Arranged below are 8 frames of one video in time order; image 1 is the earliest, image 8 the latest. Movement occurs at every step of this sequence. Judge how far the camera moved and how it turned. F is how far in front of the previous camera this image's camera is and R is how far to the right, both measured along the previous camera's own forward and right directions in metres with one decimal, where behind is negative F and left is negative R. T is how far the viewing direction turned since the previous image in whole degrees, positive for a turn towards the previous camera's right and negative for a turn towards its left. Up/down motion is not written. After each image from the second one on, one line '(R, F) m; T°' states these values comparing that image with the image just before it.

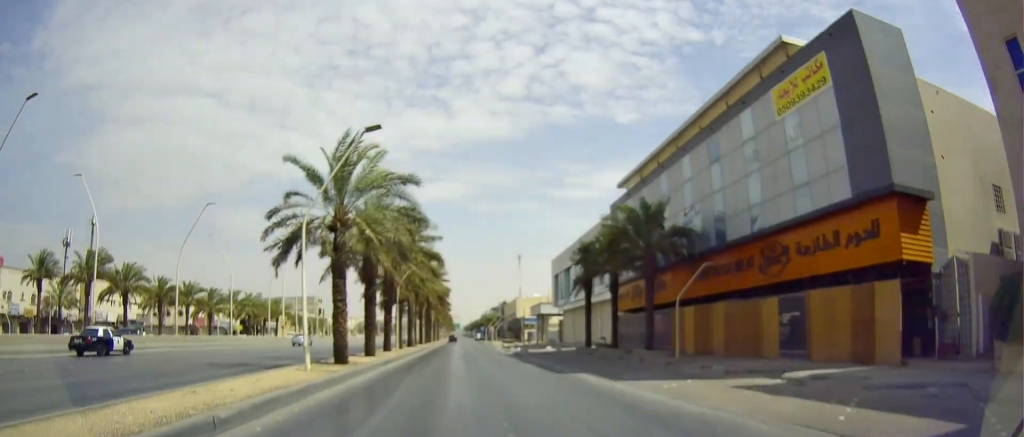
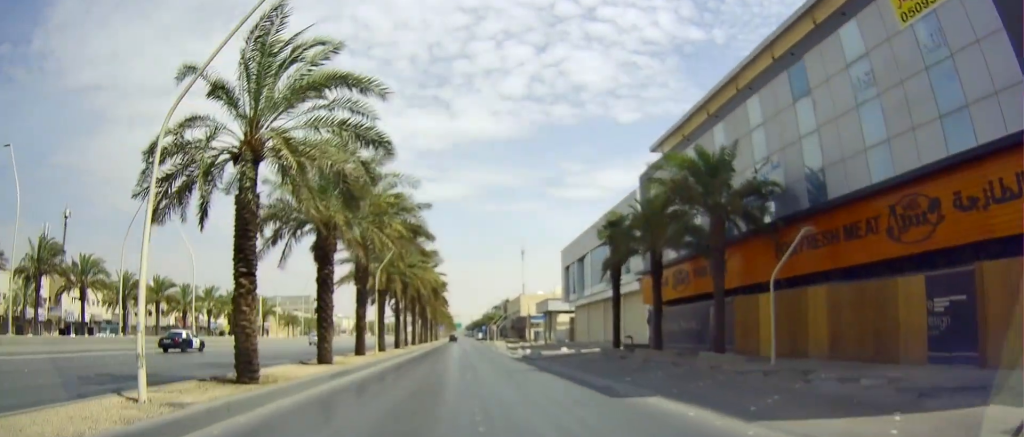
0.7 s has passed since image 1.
(+0.2, +8.9) m; +1°
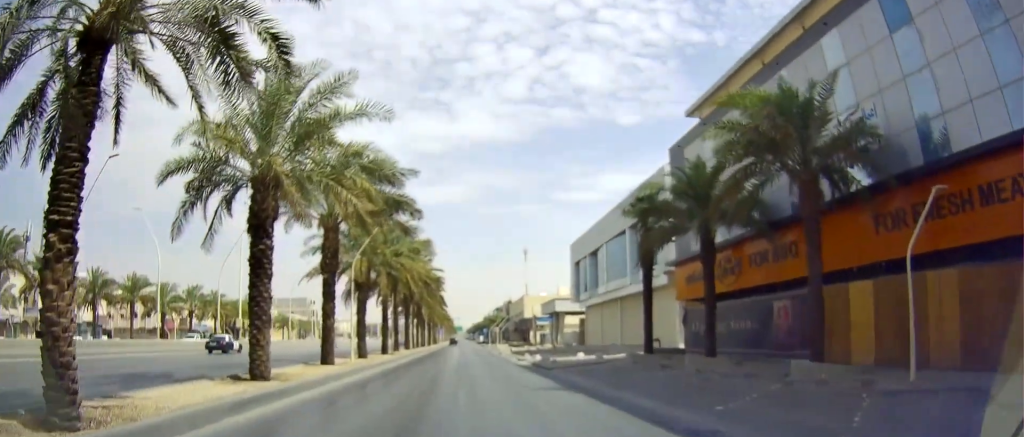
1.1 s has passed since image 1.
(-0.1, +6.5) m; +1°
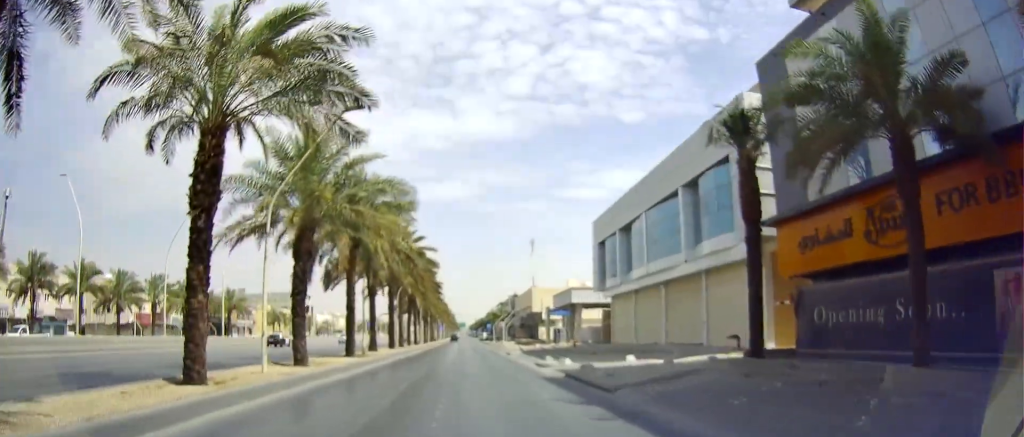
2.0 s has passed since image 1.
(+0.2, +11.5) m; 0°
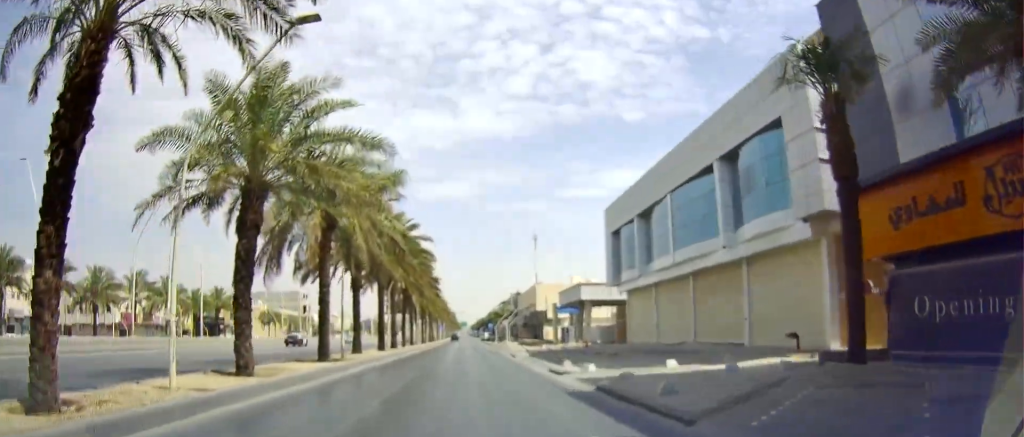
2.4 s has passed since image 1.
(+0.2, +5.3) m; 0°
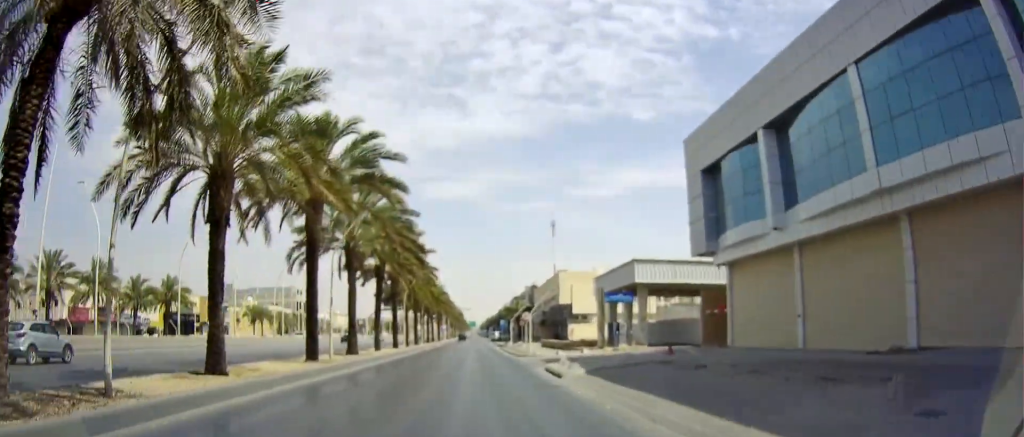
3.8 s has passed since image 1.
(-0.8, +18.4) m; -3°
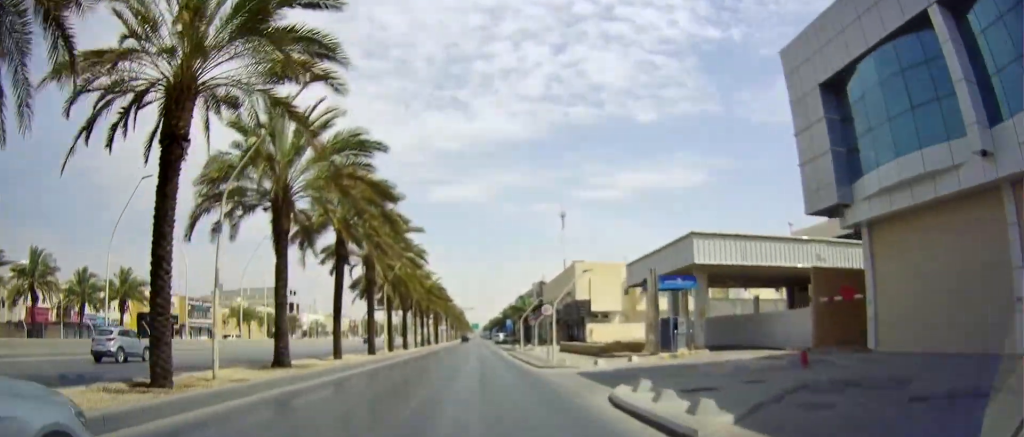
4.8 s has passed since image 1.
(-0.1, +11.7) m; -1°
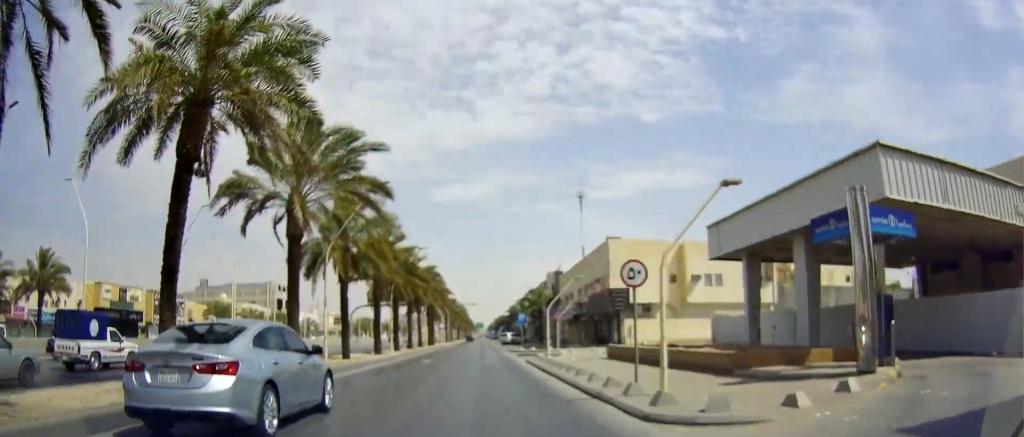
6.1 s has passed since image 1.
(0.0, +16.0) m; 0°
